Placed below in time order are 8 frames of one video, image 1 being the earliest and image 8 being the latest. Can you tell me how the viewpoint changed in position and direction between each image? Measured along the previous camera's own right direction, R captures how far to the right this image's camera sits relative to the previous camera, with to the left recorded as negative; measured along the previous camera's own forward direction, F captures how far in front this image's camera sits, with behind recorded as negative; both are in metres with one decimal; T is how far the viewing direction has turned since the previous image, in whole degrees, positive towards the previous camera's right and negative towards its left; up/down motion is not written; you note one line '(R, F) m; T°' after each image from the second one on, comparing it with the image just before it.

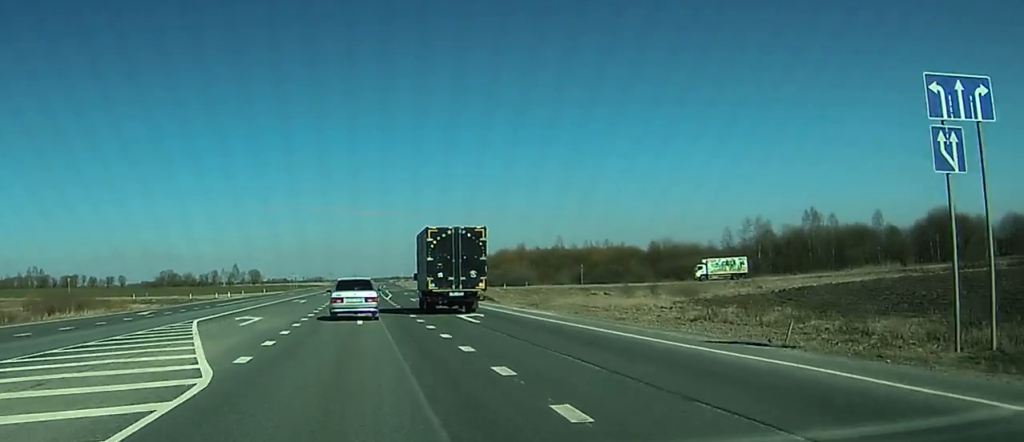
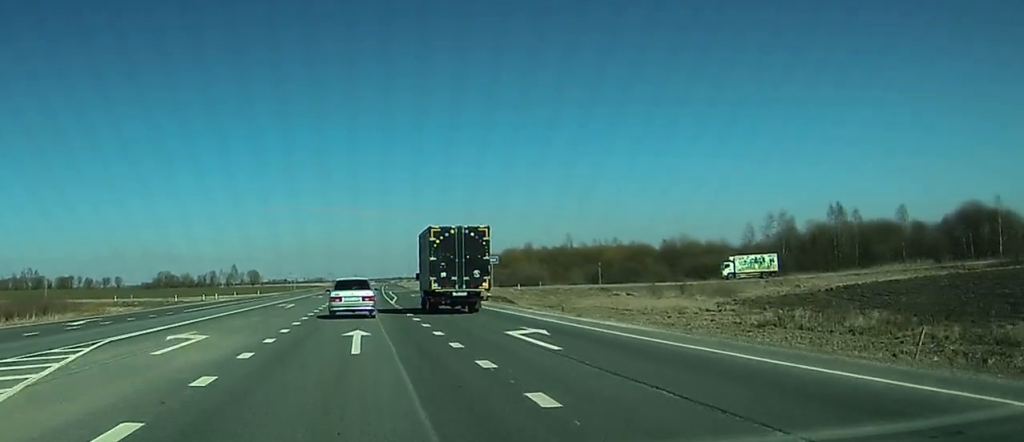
(+0.6, +11.0) m; +1°
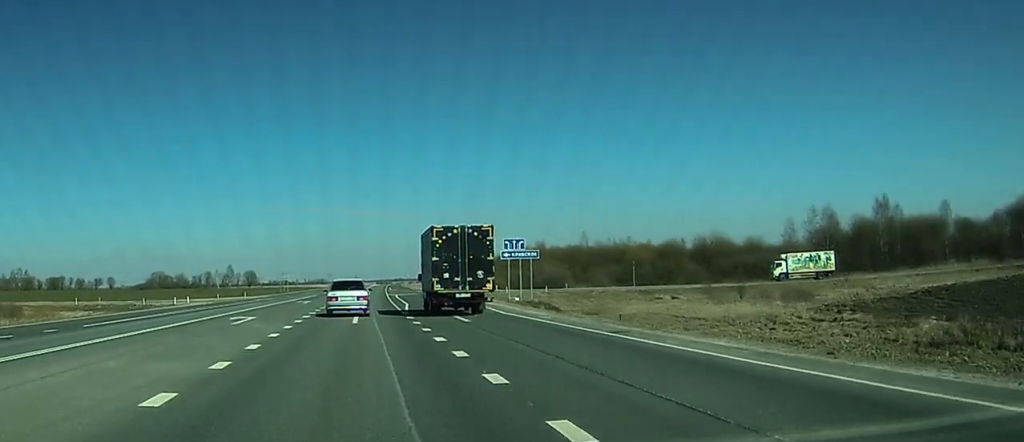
(-1.2, +17.7) m; -3°
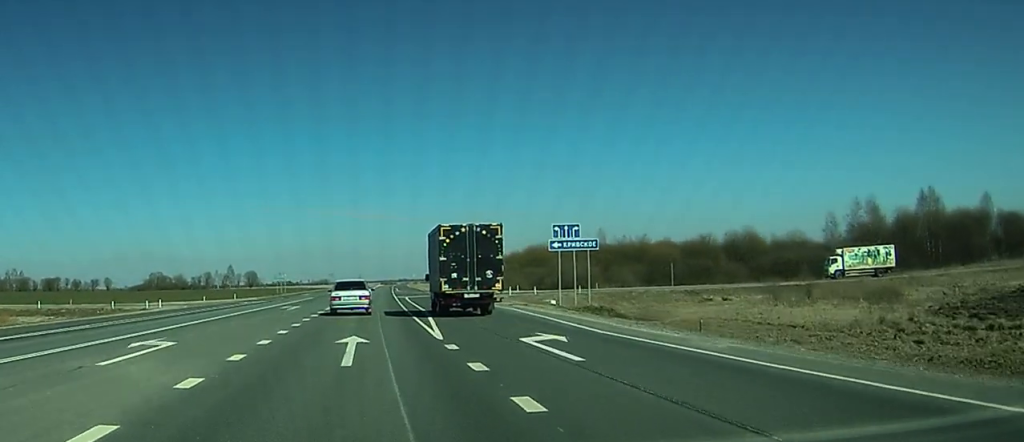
(+0.1, +14.3) m; 0°
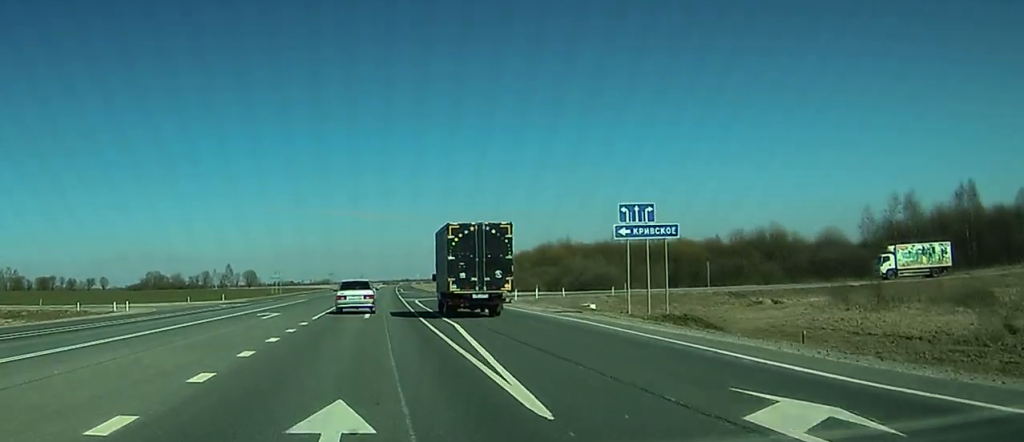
(+0.1, +11.3) m; 0°
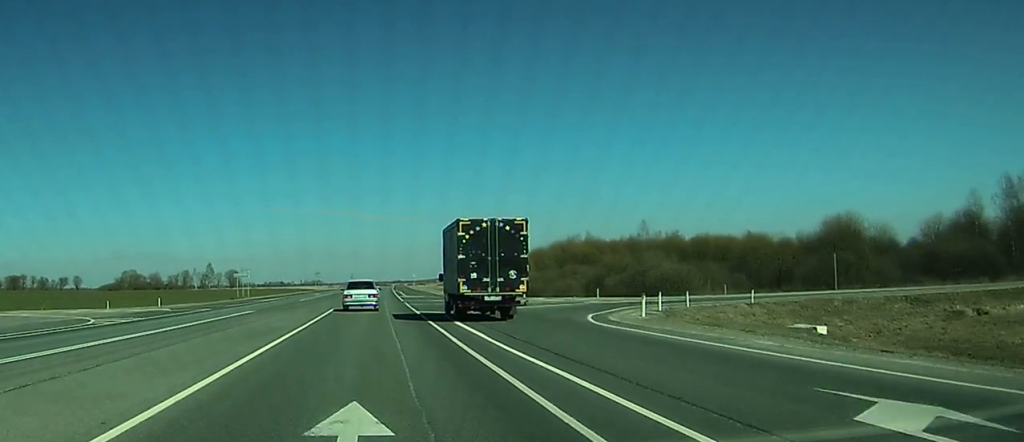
(-0.1, +30.3) m; 0°
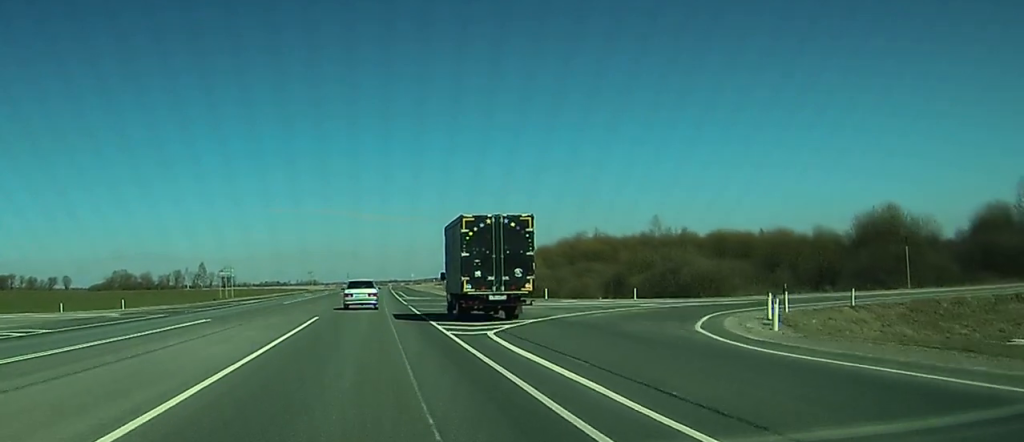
(0.0, +11.1) m; 0°
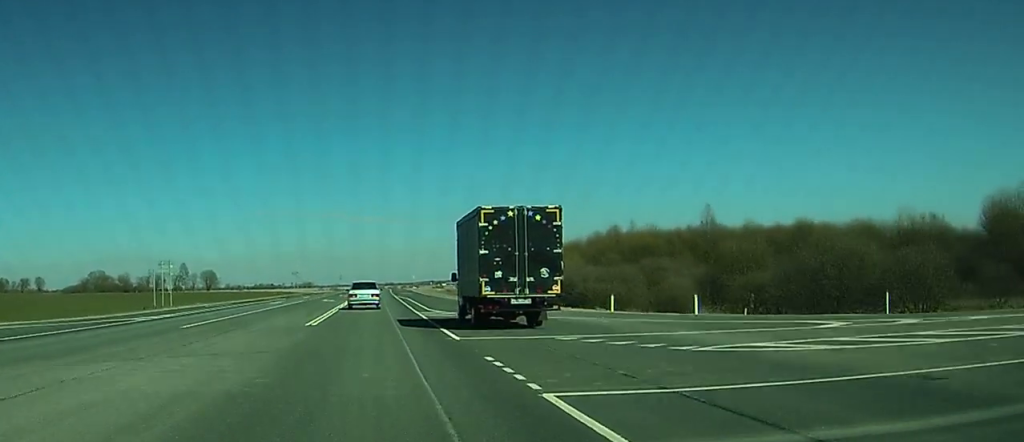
(0.0, +31.5) m; 0°
